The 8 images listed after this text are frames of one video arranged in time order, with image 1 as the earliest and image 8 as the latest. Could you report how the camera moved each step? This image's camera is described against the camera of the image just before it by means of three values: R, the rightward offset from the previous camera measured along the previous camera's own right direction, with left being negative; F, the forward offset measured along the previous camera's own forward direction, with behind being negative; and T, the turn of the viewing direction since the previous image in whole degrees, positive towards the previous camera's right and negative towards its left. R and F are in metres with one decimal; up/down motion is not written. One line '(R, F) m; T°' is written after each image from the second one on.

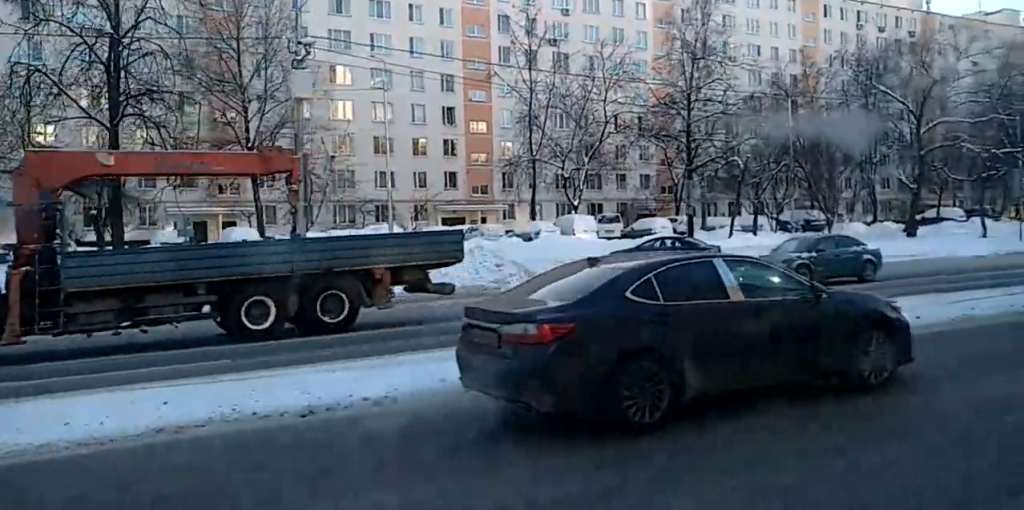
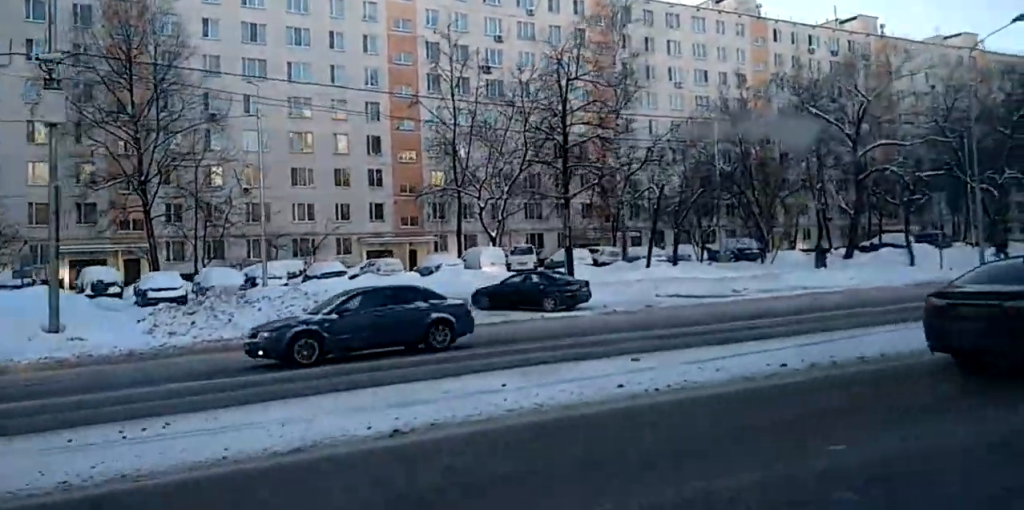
(+0.1, +6.8) m; +1°
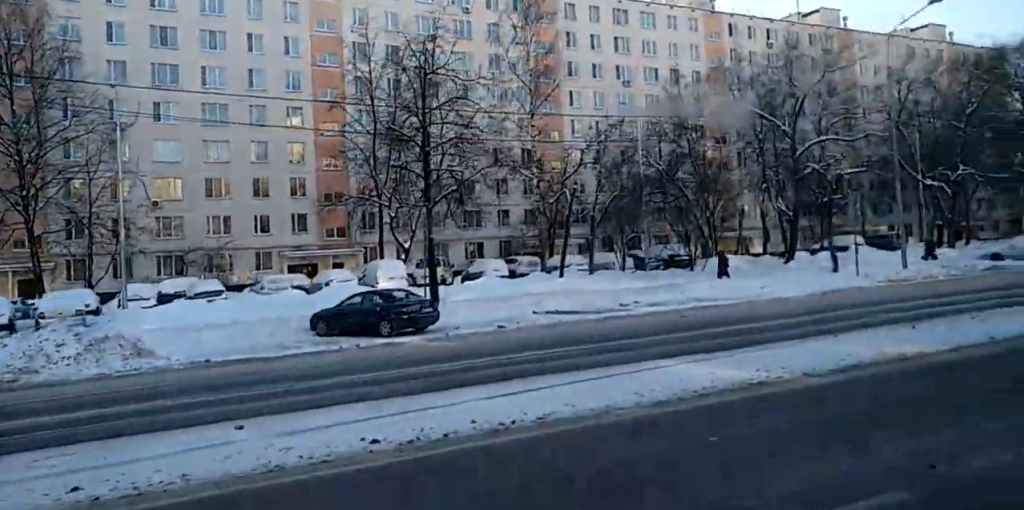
(0.0, +6.3) m; 0°
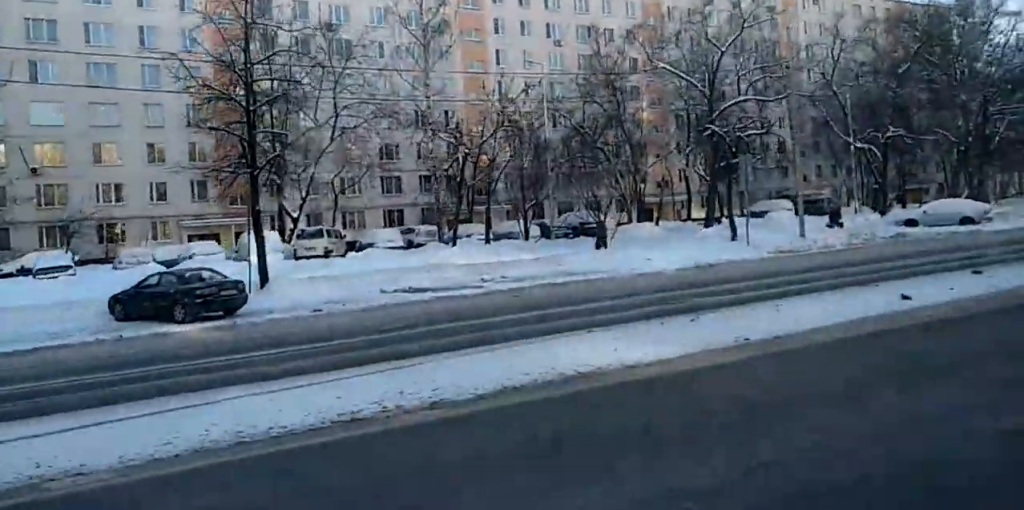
(0.0, +5.0) m; 0°
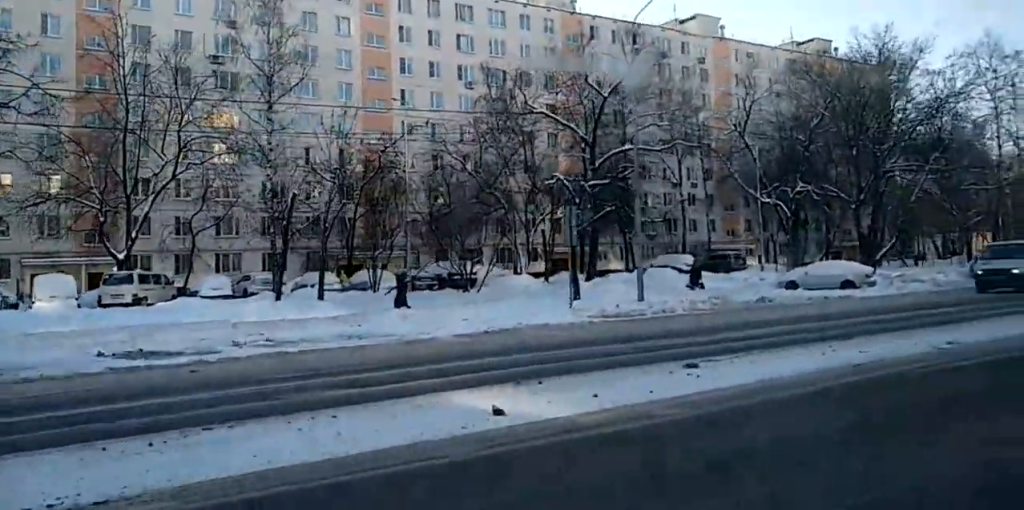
(0.0, +8.1) m; 0°
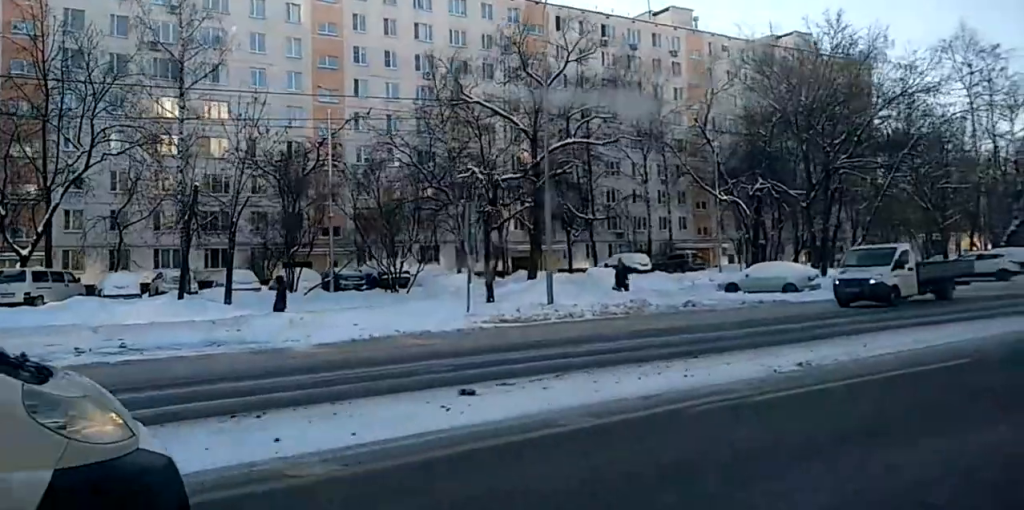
(0.0, +4.6) m; +3°
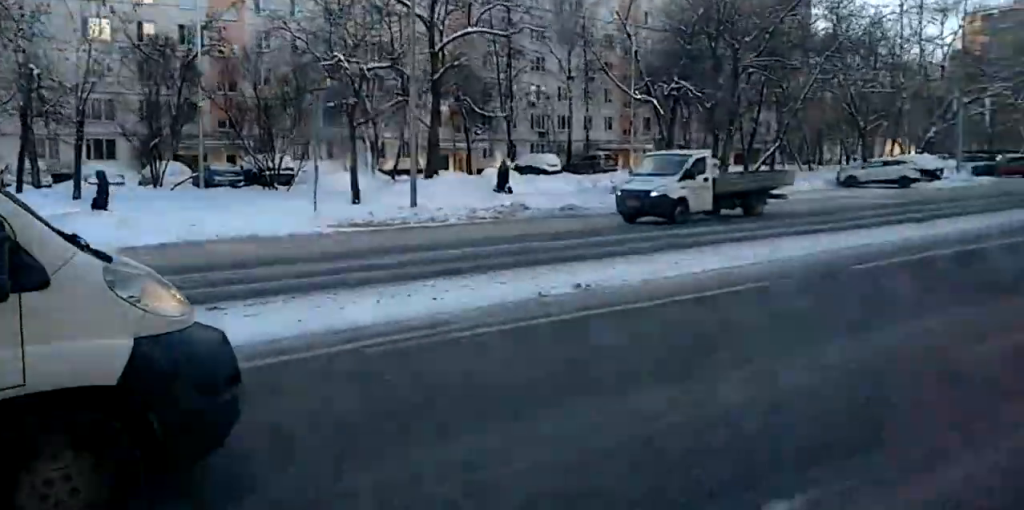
(0.0, +4.0) m; +1°
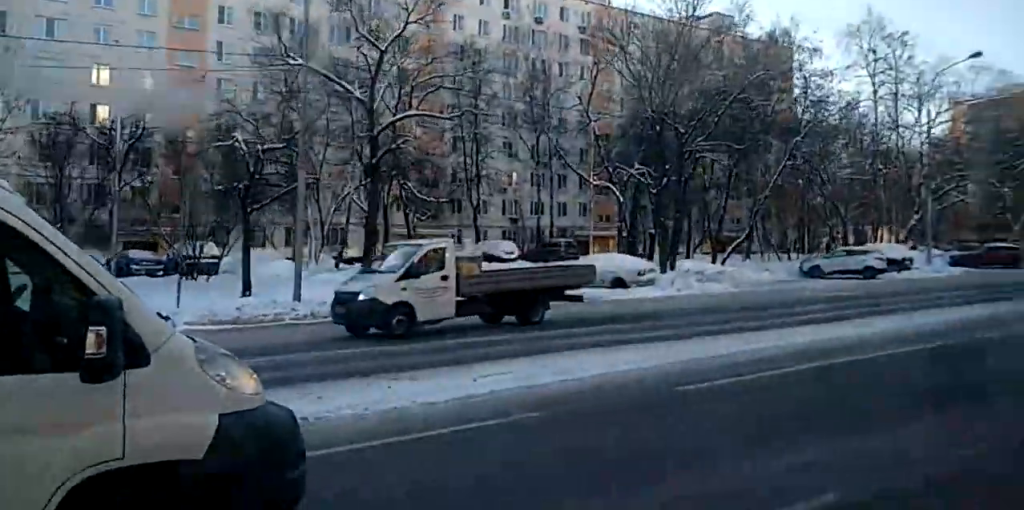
(+0.2, +4.7) m; +1°
